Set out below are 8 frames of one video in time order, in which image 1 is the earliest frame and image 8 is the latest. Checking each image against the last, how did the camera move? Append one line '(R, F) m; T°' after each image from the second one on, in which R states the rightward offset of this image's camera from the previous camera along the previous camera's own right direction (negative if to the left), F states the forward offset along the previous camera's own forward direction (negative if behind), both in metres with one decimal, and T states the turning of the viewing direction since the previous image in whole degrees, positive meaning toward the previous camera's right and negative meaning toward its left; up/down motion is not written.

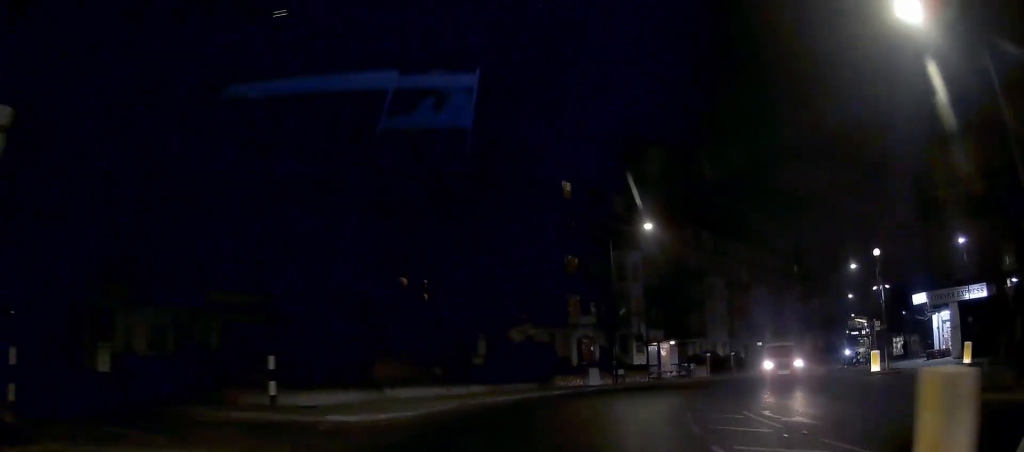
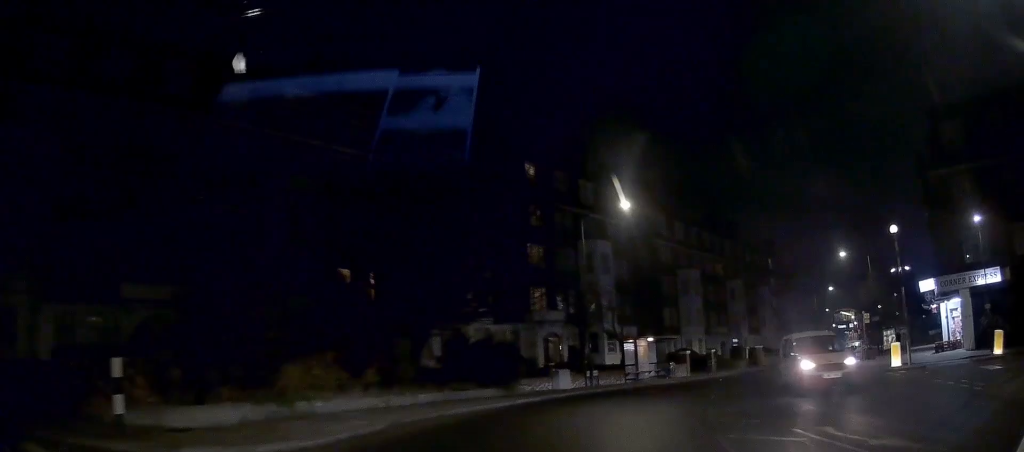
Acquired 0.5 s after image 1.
(-0.1, +4.4) m; +3°
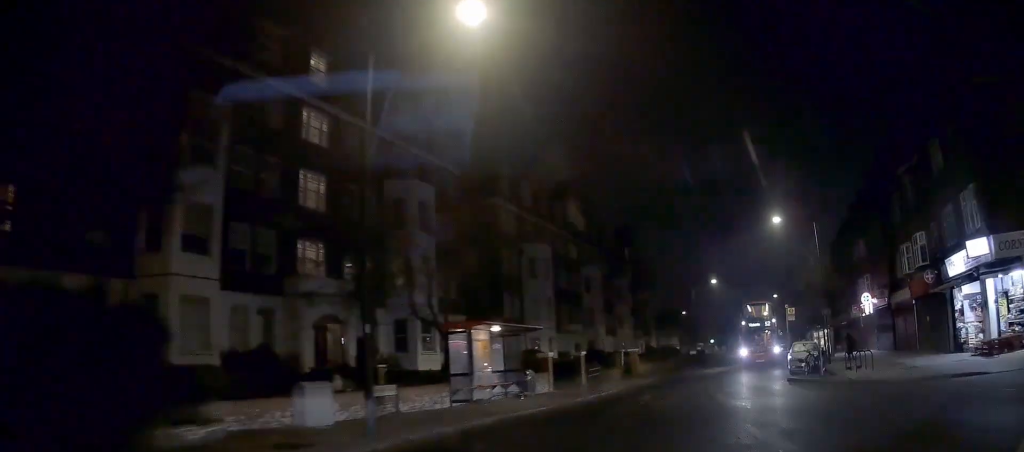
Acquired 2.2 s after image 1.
(+2.3, +16.3) m; +15°
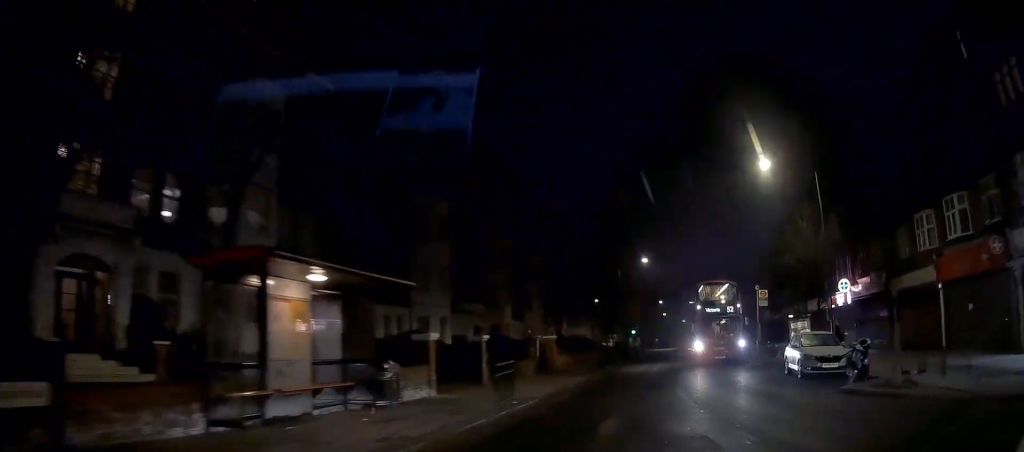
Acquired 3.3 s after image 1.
(+0.7, +10.3) m; +8°
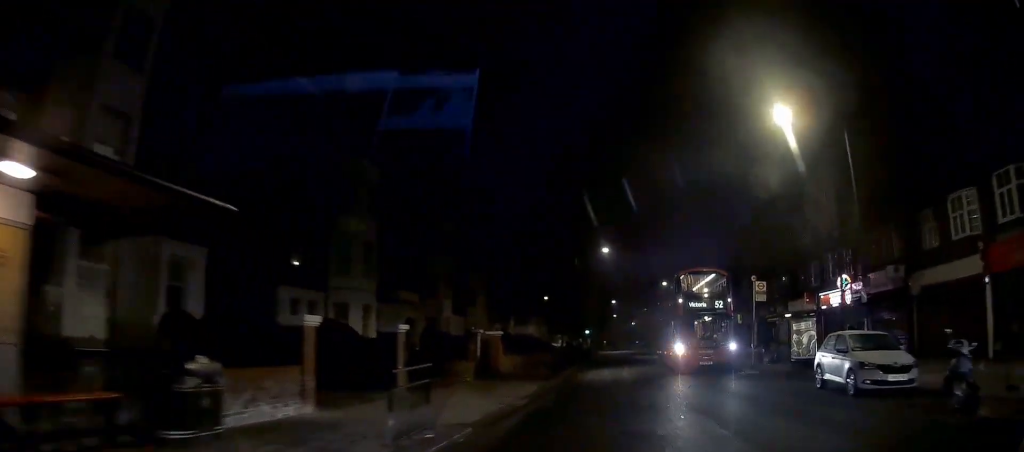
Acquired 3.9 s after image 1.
(+0.3, +6.2) m; +5°
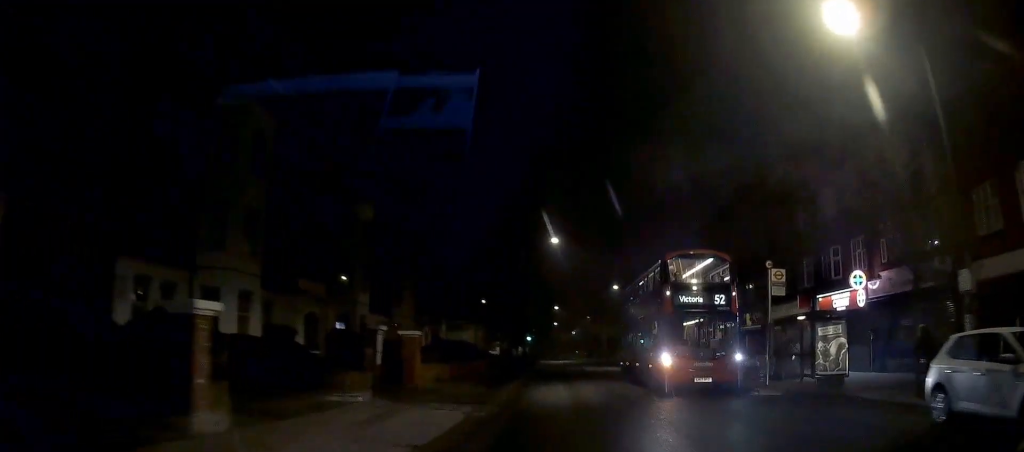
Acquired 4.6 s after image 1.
(+0.3, +7.3) m; +6°
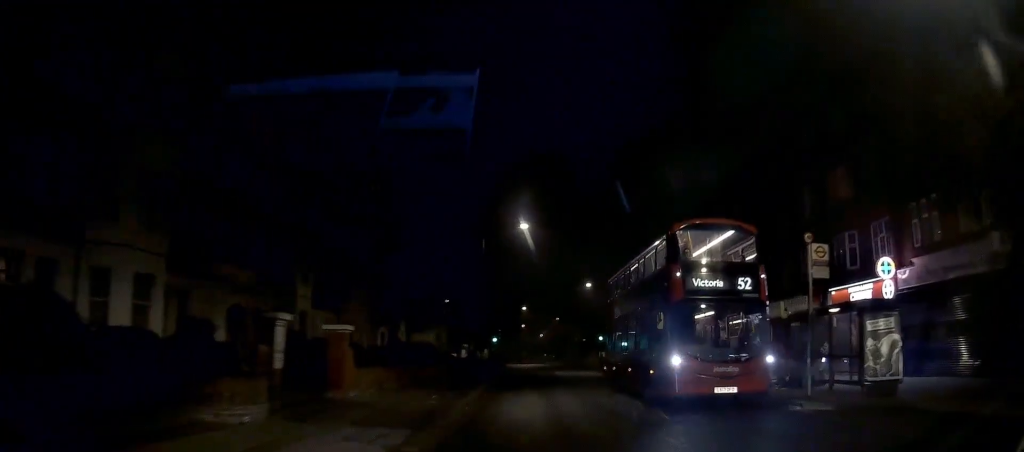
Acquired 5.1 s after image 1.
(+0.2, +4.7) m; +3°
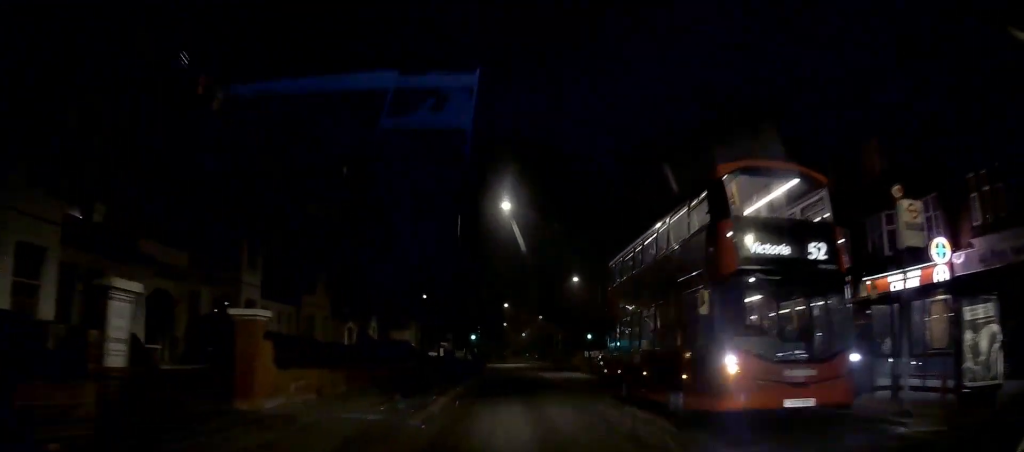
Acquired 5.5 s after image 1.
(0.0, +4.4) m; +3°
